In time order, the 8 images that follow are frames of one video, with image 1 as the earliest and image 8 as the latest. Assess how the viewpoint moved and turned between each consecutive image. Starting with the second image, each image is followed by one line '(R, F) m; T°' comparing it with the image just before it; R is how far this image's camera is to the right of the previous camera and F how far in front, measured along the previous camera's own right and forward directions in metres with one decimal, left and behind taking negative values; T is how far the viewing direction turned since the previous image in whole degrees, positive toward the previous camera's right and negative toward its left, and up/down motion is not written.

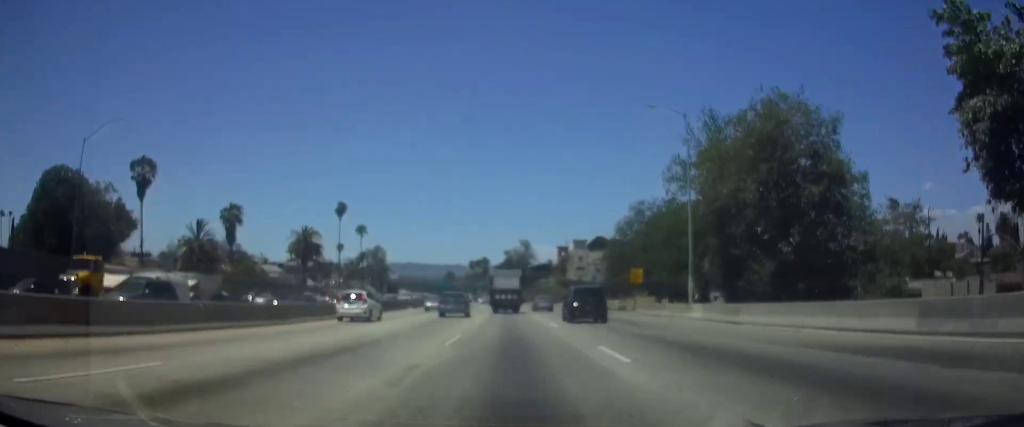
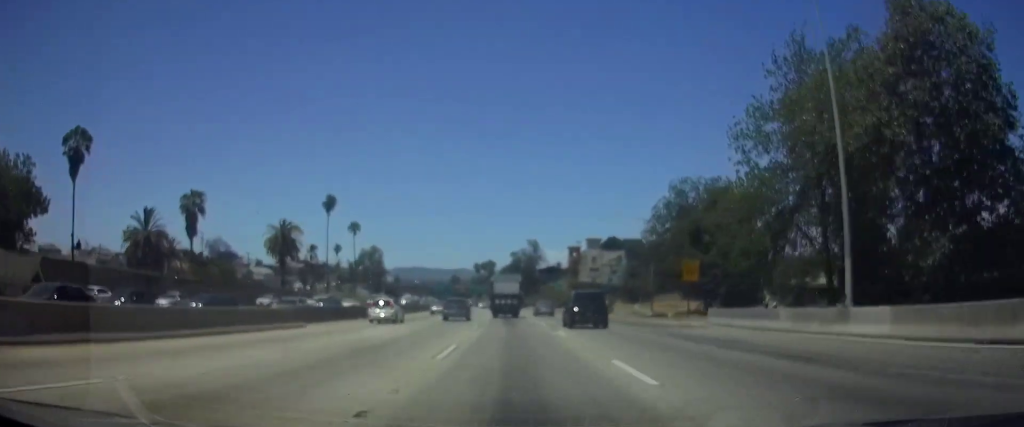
(-0.2, +16.8) m; -1°
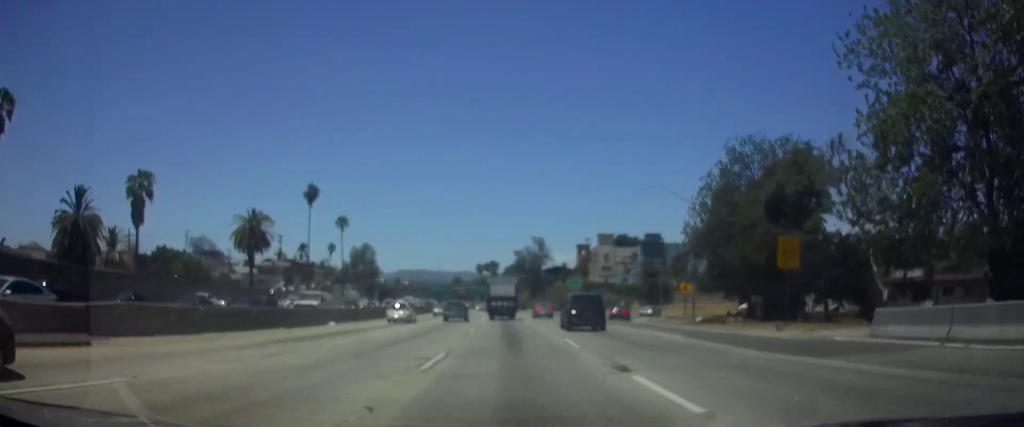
(-0.1, +16.1) m; 0°
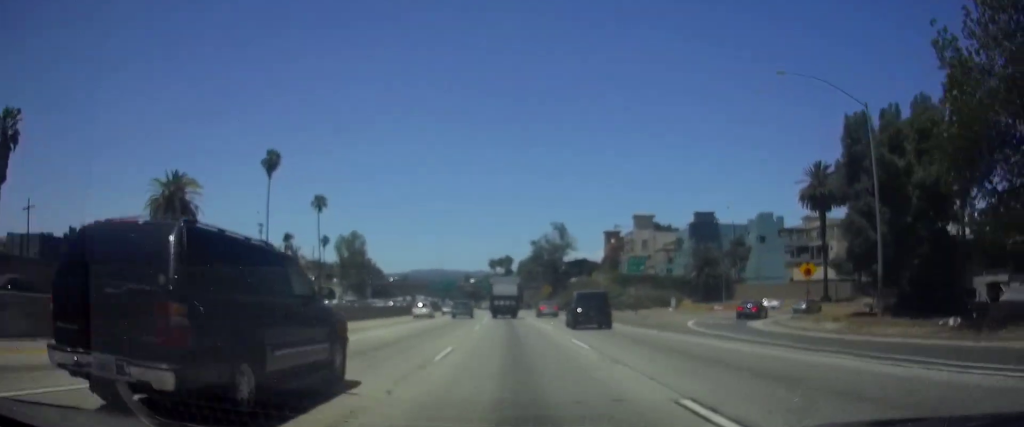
(-0.2, +30.2) m; -1°
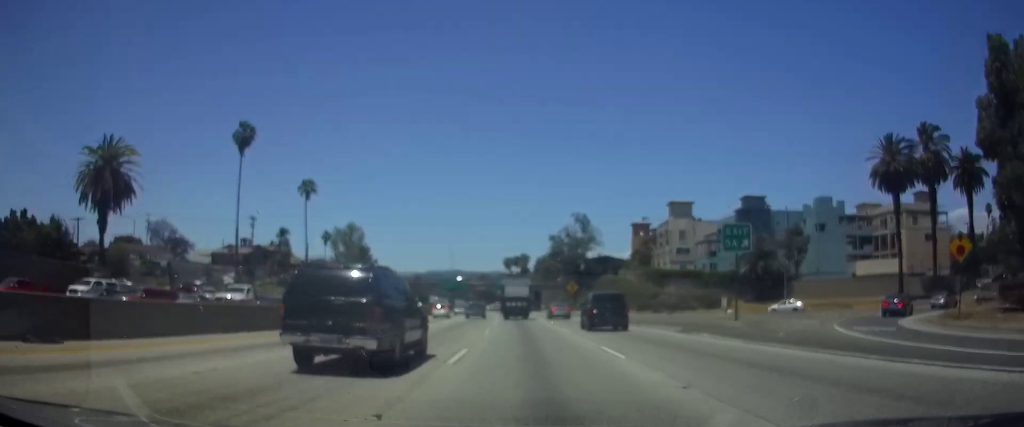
(-0.2, +17.7) m; -1°
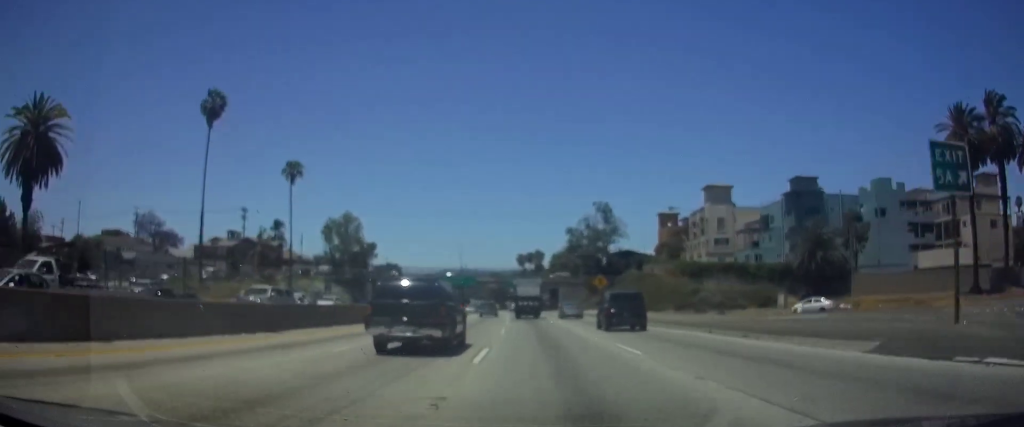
(-0.2, +14.4) m; -1°
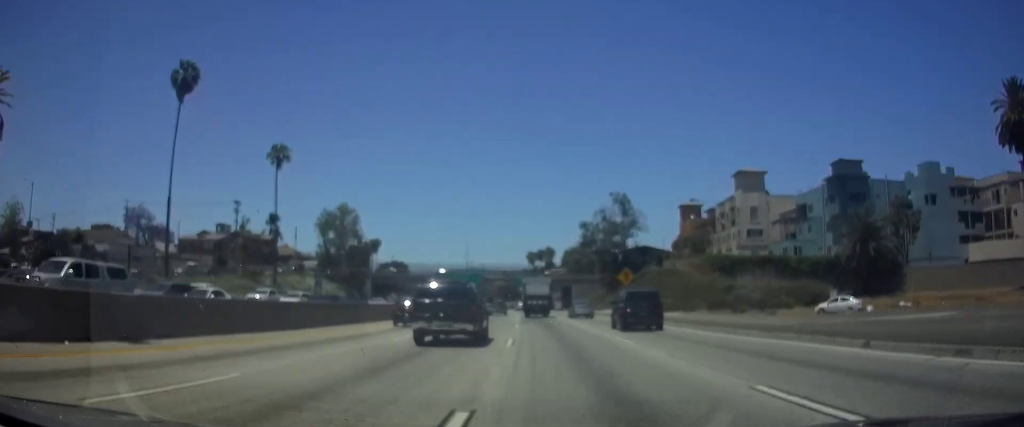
(0.0, +10.1) m; -1°
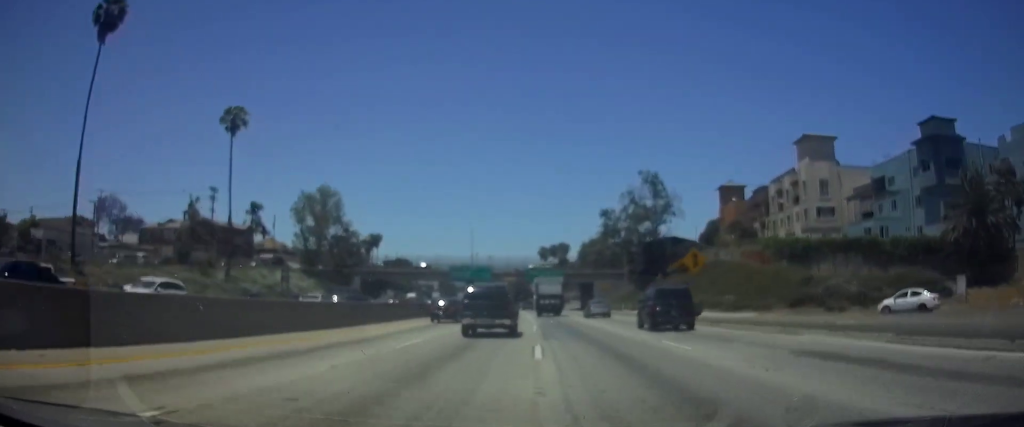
(-0.3, +18.3) m; -1°
